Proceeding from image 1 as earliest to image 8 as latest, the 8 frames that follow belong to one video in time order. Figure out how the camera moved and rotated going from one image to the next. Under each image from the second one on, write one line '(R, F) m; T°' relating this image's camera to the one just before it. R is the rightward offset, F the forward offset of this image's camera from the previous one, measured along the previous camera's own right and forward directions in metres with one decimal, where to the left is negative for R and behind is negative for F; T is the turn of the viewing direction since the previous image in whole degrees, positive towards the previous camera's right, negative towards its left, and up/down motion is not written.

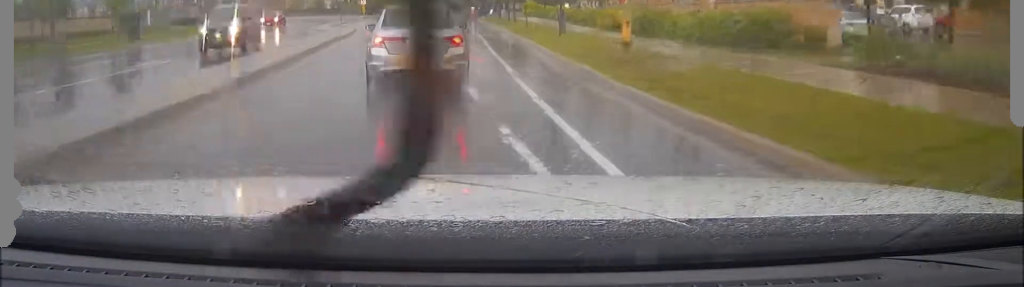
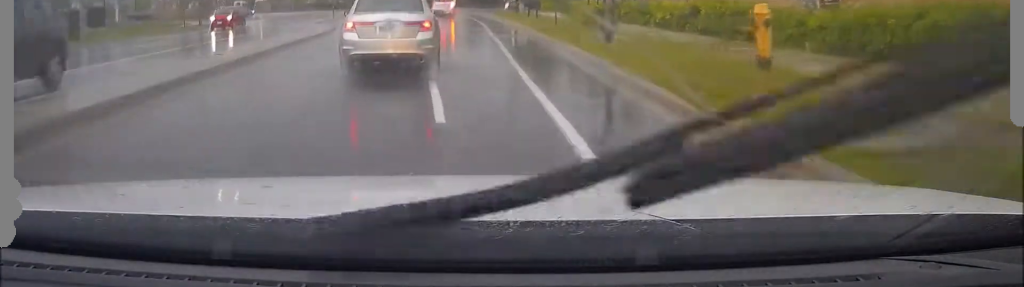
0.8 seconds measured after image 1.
(-0.2, +9.1) m; -1°
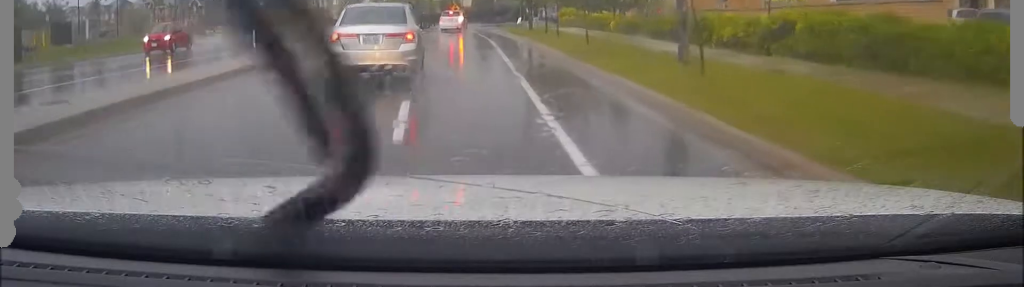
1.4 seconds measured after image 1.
(0.0, +6.7) m; 0°
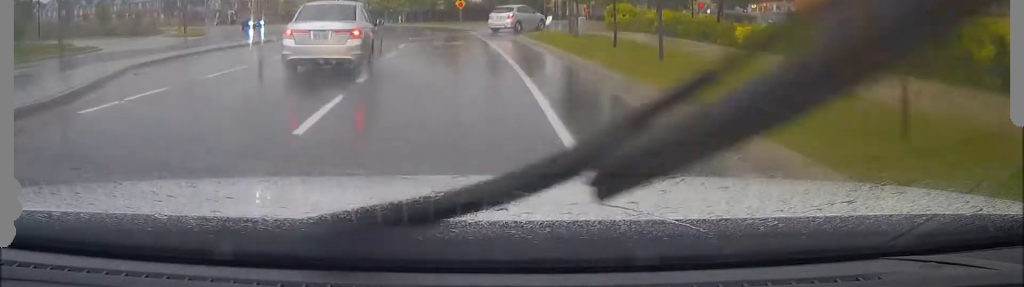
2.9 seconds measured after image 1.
(+0.2, +18.1) m; +1°
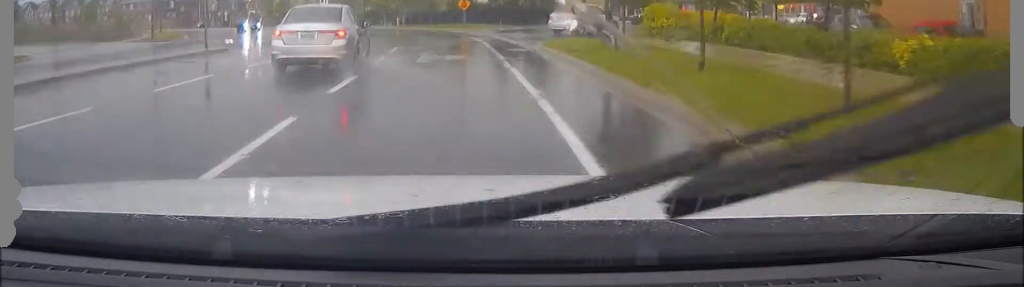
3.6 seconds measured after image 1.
(+0.1, +8.4) m; 0°
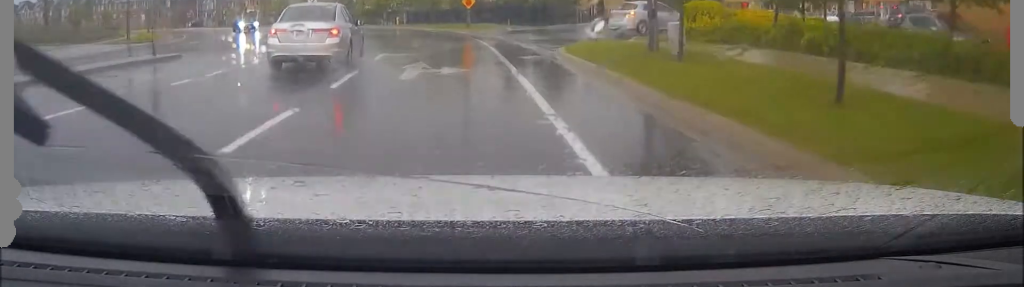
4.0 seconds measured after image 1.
(-0.1, +5.4) m; 0°
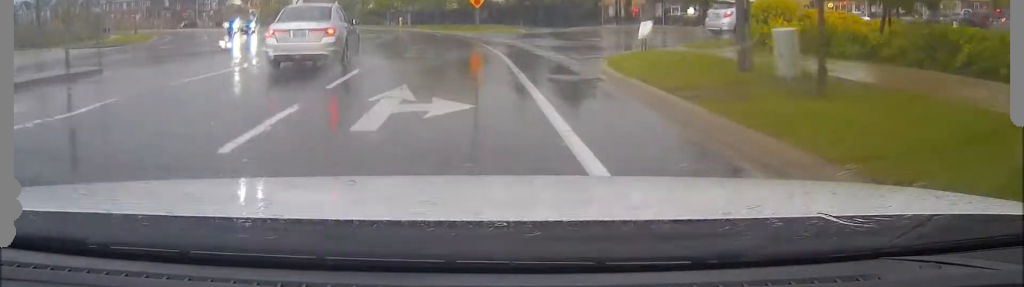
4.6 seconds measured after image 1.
(0.0, +6.5) m; 0°
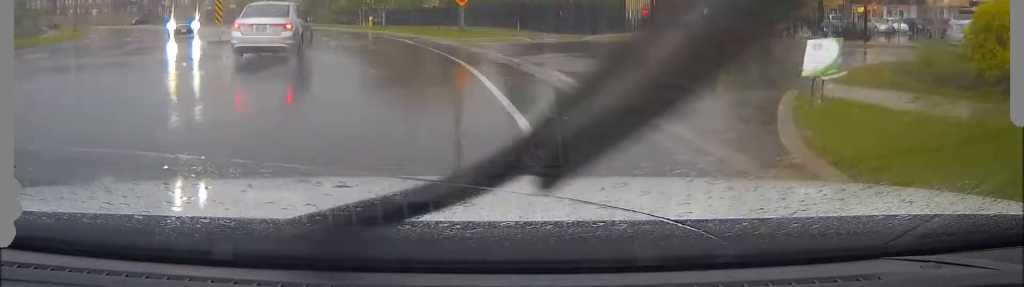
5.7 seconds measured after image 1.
(+0.1, +11.1) m; +4°
